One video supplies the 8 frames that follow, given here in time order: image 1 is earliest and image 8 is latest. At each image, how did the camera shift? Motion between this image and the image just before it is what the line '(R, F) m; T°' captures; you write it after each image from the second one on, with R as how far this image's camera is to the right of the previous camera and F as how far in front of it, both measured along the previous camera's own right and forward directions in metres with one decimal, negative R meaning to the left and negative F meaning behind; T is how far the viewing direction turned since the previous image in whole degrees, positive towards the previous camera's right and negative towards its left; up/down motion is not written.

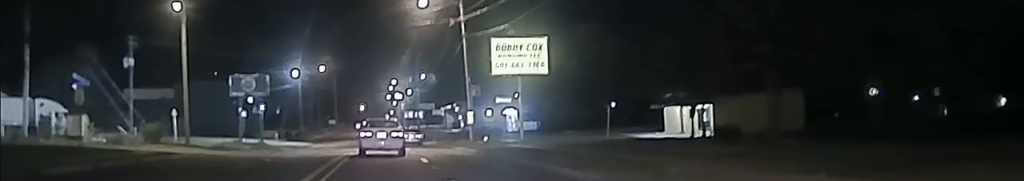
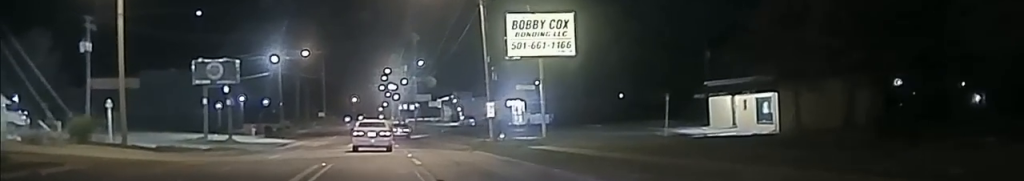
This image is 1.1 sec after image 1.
(+0.1, +11.4) m; -2°
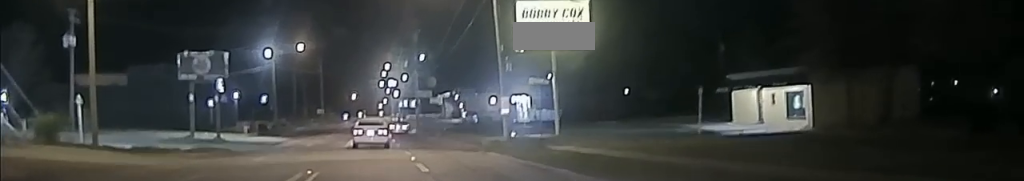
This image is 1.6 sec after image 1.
(0.0, +4.5) m; -1°
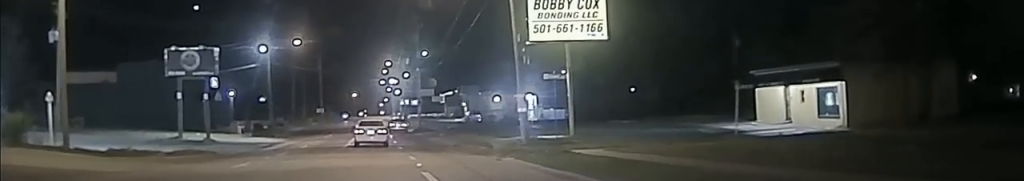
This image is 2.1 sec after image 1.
(-0.1, +4.0) m; -1°
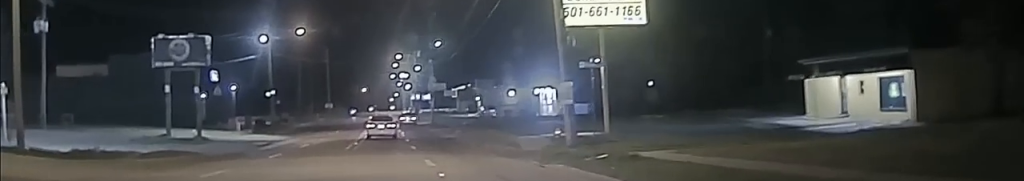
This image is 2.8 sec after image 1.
(-0.1, +6.1) m; -5°
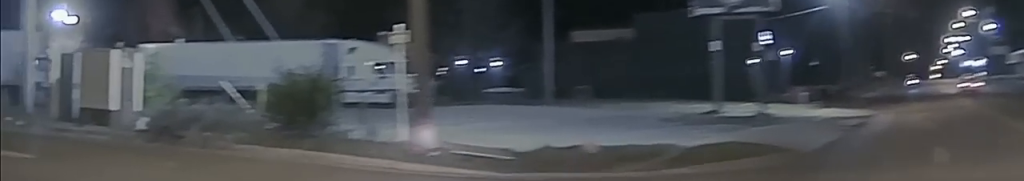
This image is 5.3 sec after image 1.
(-6.2, +16.0) m; -48°
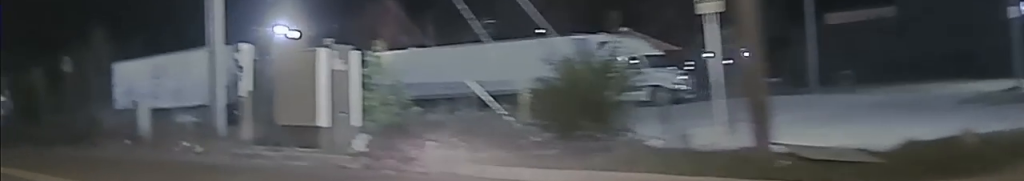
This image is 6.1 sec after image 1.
(-0.6, +4.9) m; -13°
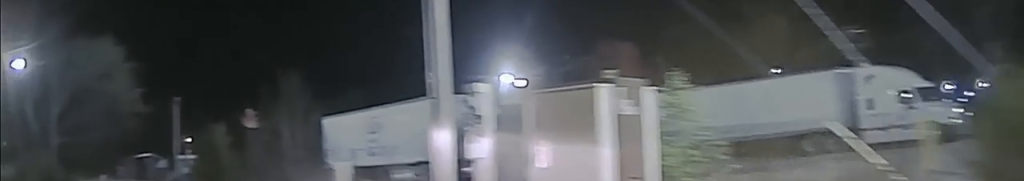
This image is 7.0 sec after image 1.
(-0.8, +5.8) m; -15°
